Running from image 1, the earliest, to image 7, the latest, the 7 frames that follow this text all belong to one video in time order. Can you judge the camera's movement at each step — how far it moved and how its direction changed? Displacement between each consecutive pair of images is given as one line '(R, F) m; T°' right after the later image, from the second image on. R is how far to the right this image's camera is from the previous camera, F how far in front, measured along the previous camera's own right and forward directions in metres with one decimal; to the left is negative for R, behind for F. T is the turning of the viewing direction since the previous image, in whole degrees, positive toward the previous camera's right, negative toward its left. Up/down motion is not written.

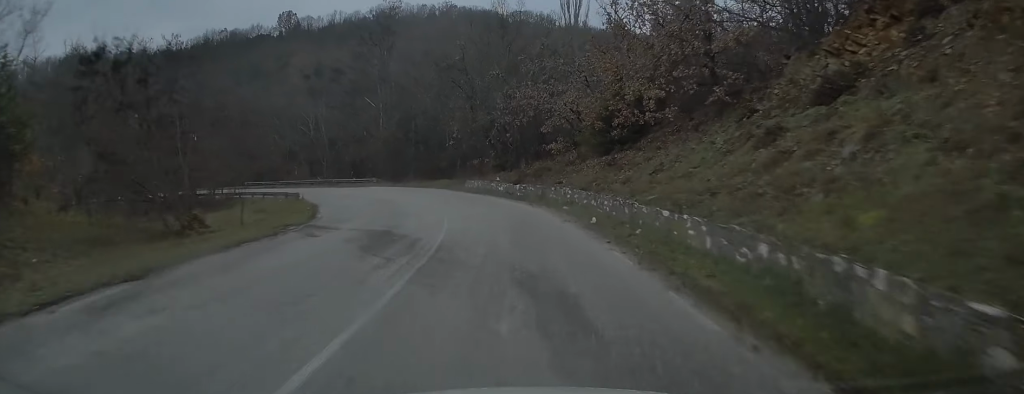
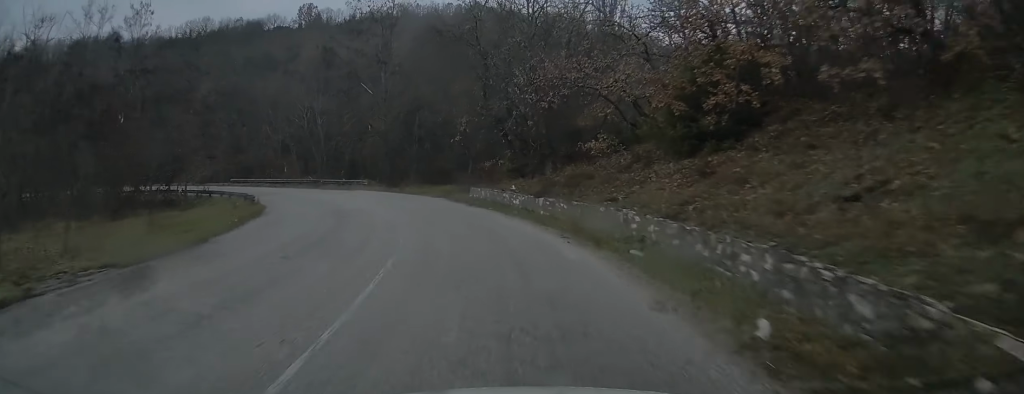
(-0.1, +10.6) m; -2°
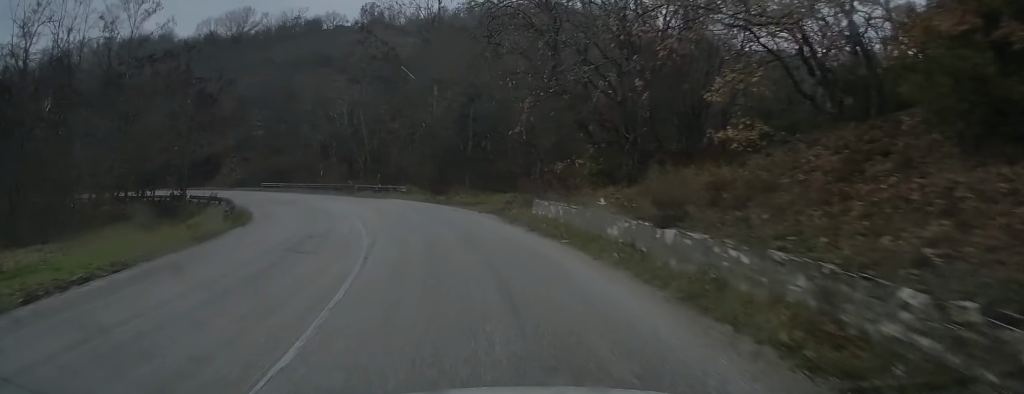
(-0.4, +9.7) m; -3°
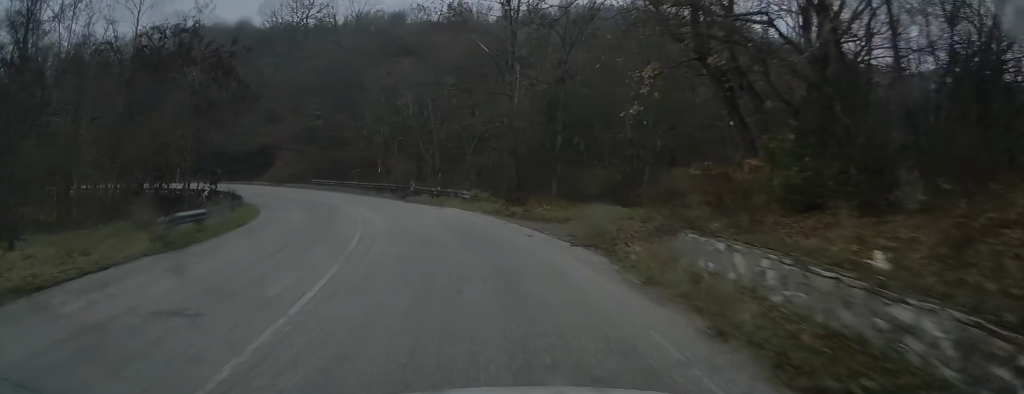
(0.0, +9.0) m; -3°
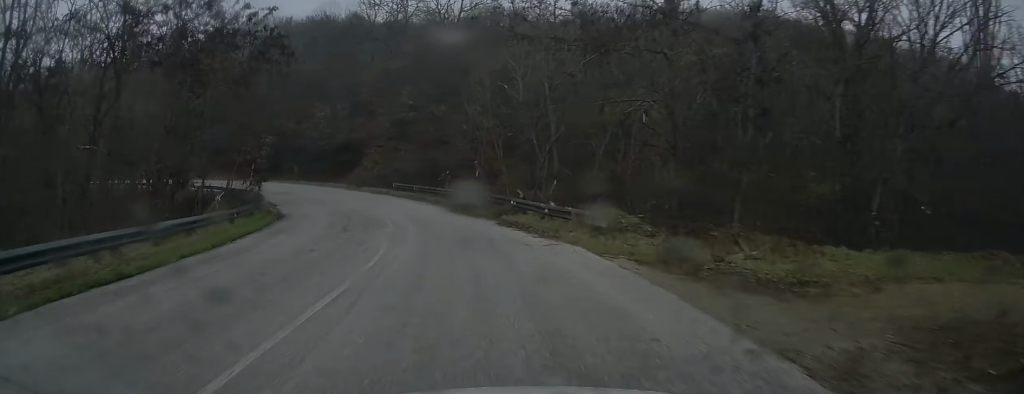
(-0.5, +11.3) m; -6°
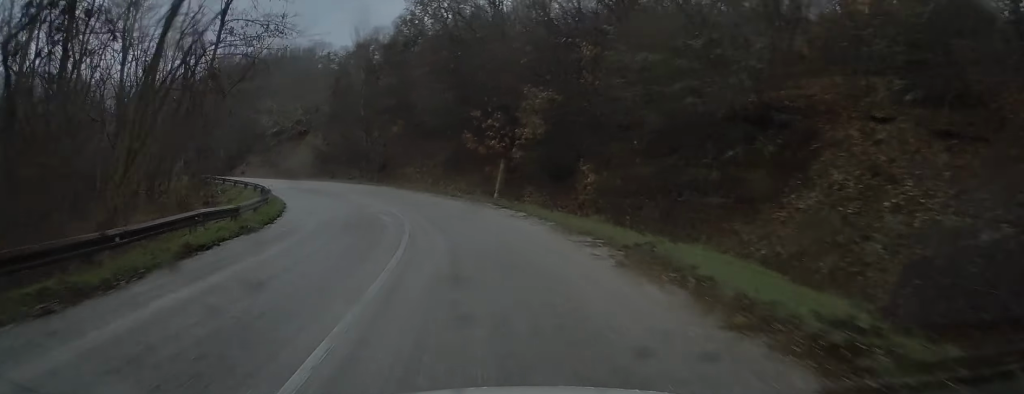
(-12.4, +35.2) m; -44°
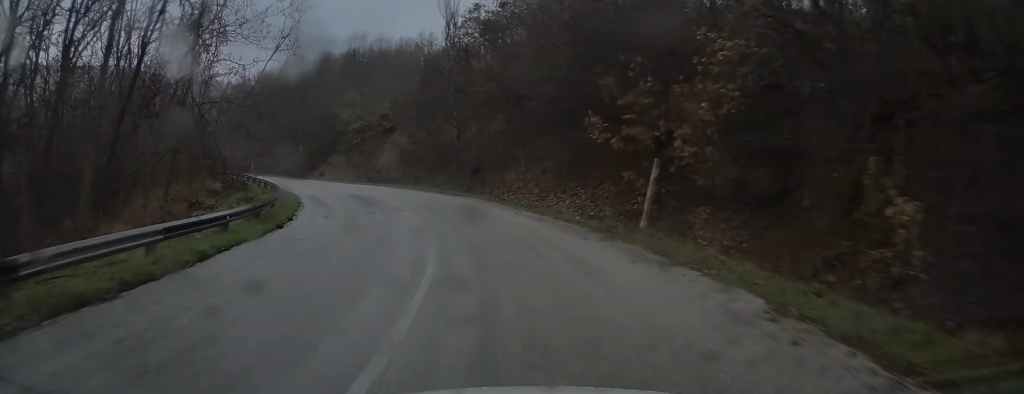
(-1.4, +10.4) m; -10°
